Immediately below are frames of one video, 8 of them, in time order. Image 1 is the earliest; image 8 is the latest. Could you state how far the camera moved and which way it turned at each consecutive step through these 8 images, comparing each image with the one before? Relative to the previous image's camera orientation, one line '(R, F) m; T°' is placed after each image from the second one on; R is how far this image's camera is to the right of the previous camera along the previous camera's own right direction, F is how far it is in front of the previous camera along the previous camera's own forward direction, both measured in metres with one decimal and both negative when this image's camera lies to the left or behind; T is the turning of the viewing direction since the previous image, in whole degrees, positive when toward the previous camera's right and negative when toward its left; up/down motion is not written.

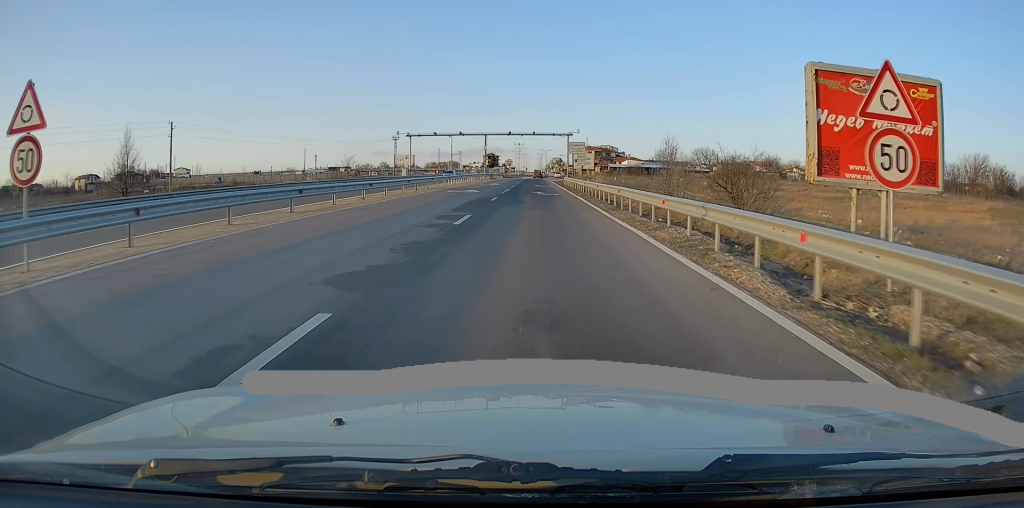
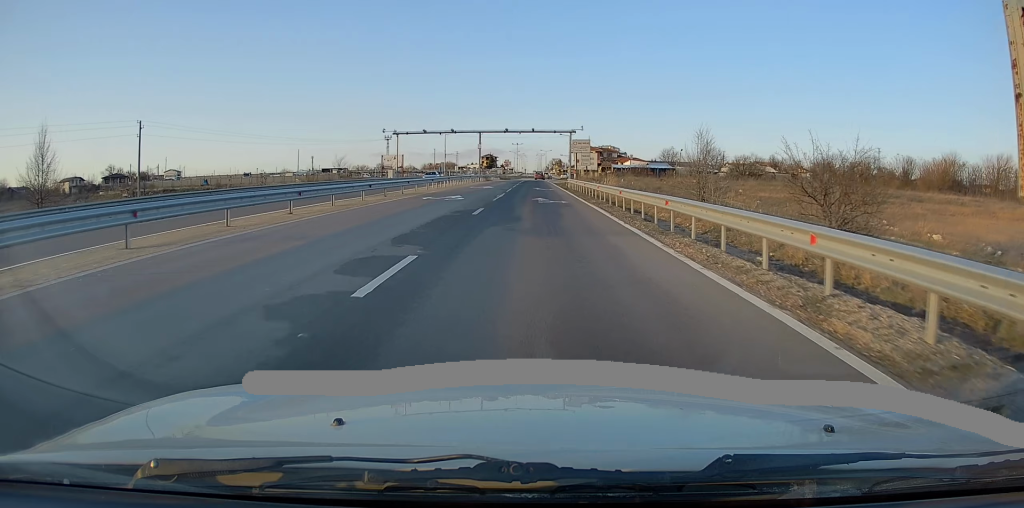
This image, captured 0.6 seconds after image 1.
(0.0, +8.1) m; 0°
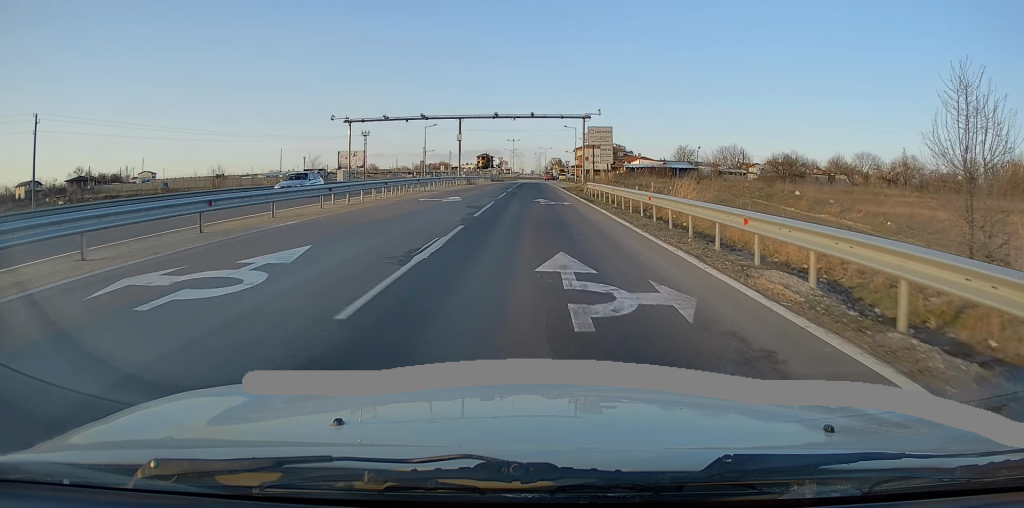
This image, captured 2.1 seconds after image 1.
(+0.1, +21.2) m; 0°
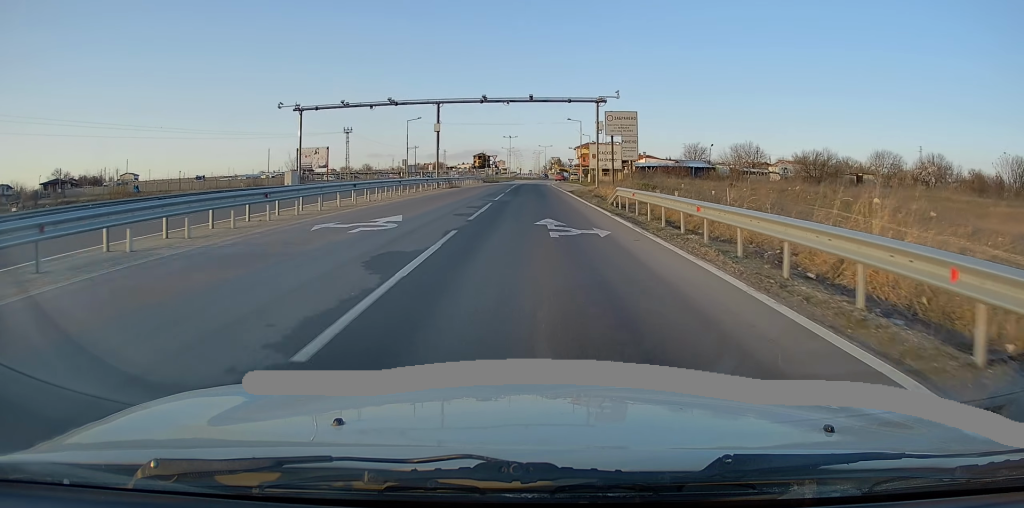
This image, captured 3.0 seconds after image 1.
(0.0, +13.0) m; 0°
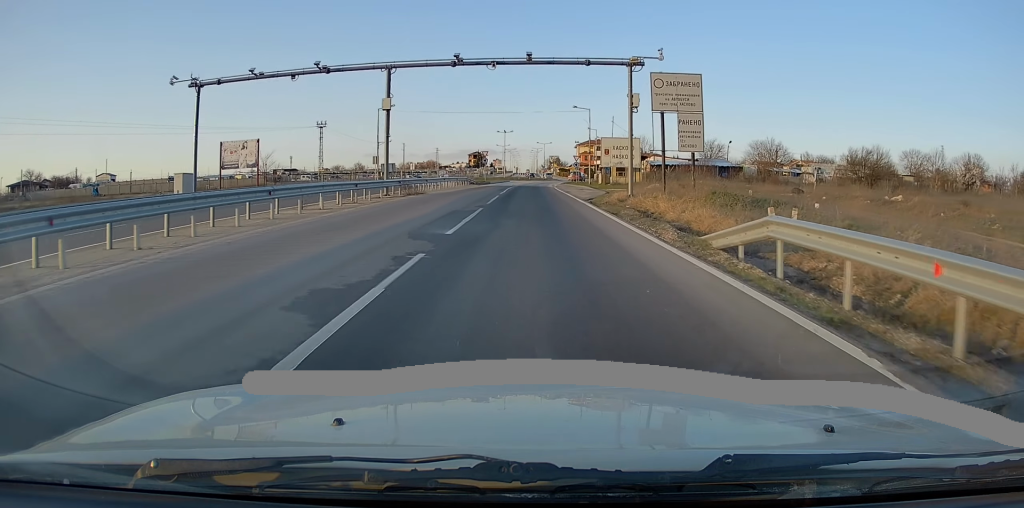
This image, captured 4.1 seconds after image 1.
(+0.1, +15.6) m; 0°
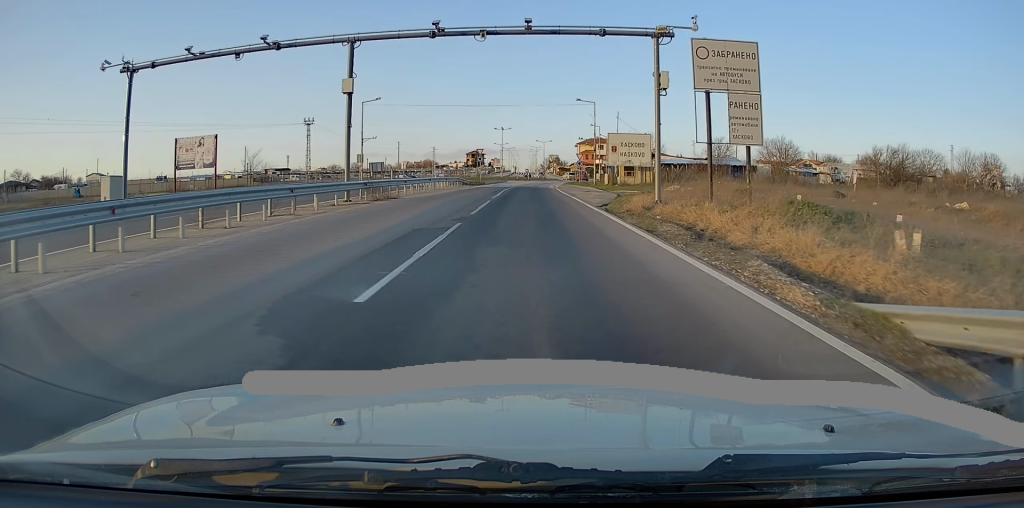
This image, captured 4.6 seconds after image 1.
(0.0, +6.3) m; 0°
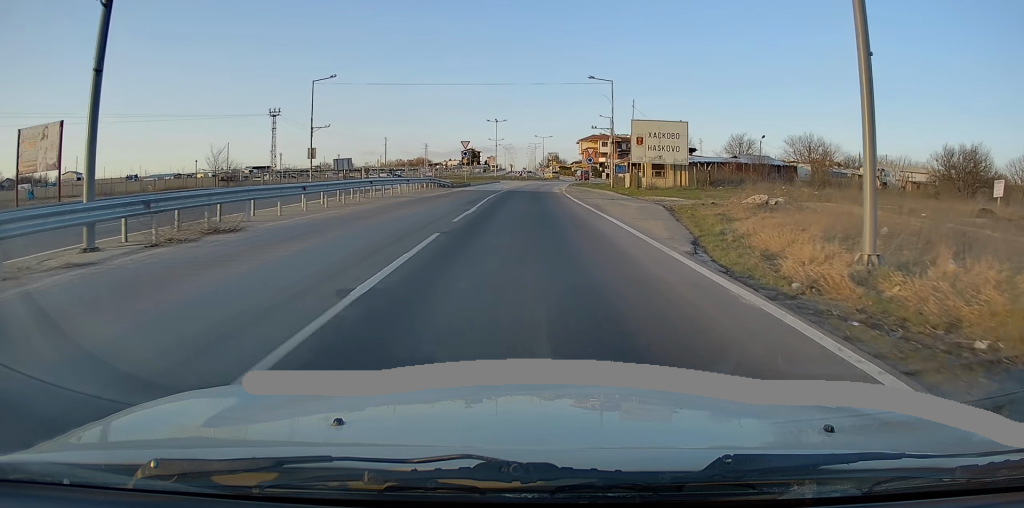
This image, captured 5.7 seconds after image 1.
(0.0, +14.6) m; 0°
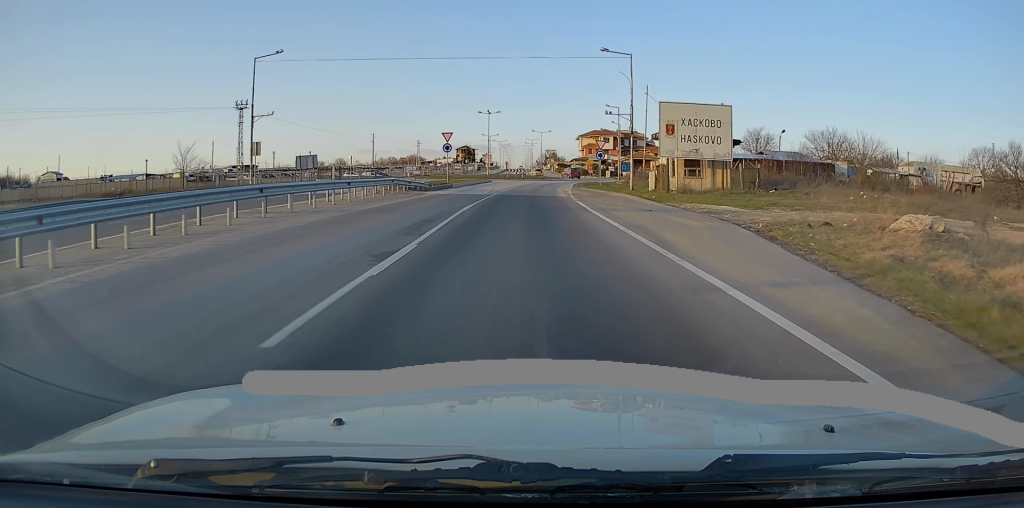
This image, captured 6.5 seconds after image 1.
(0.0, +10.7) m; 0°
